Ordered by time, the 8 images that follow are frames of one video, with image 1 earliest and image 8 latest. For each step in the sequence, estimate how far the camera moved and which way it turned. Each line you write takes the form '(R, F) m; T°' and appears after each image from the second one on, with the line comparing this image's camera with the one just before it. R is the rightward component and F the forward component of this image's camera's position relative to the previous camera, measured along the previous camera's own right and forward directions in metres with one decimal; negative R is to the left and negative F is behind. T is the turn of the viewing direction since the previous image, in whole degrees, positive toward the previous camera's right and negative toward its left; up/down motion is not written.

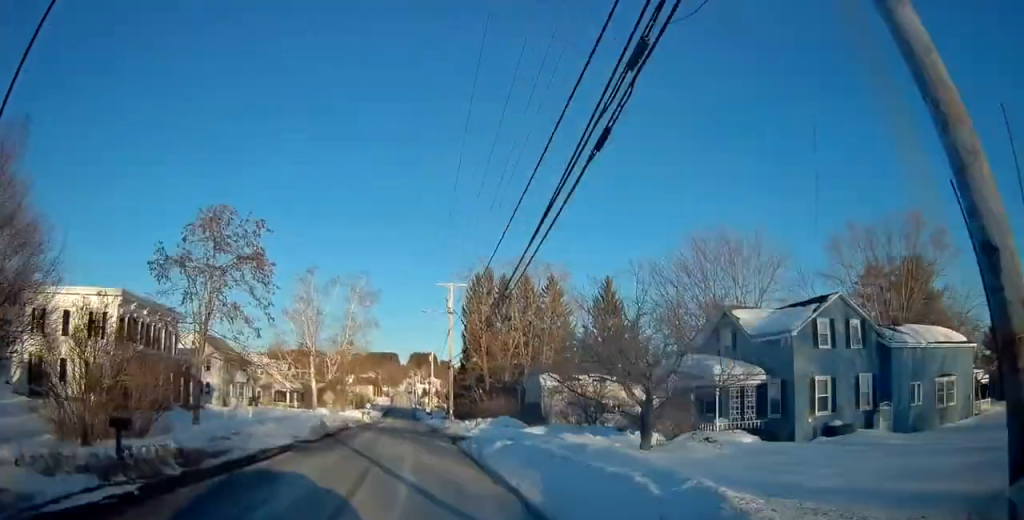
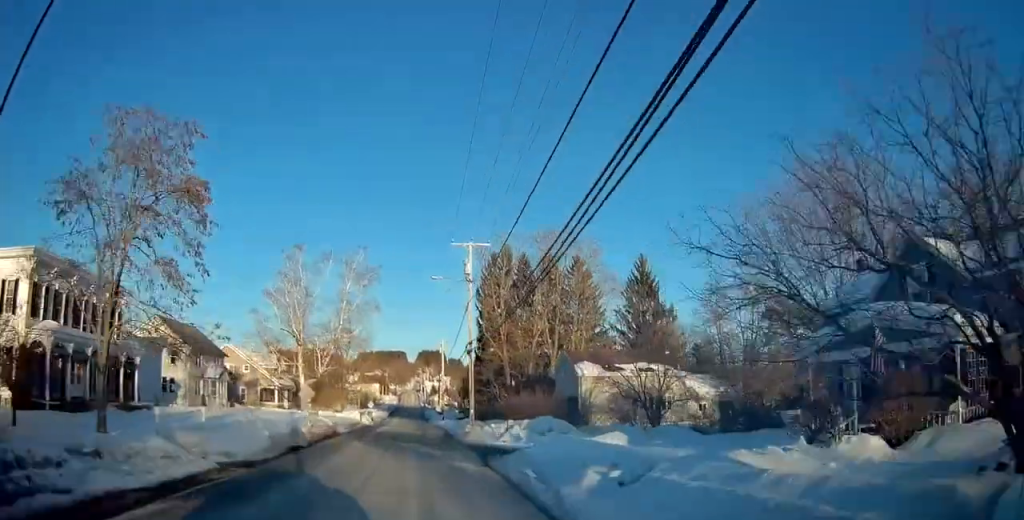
(-0.2, +11.2) m; -1°
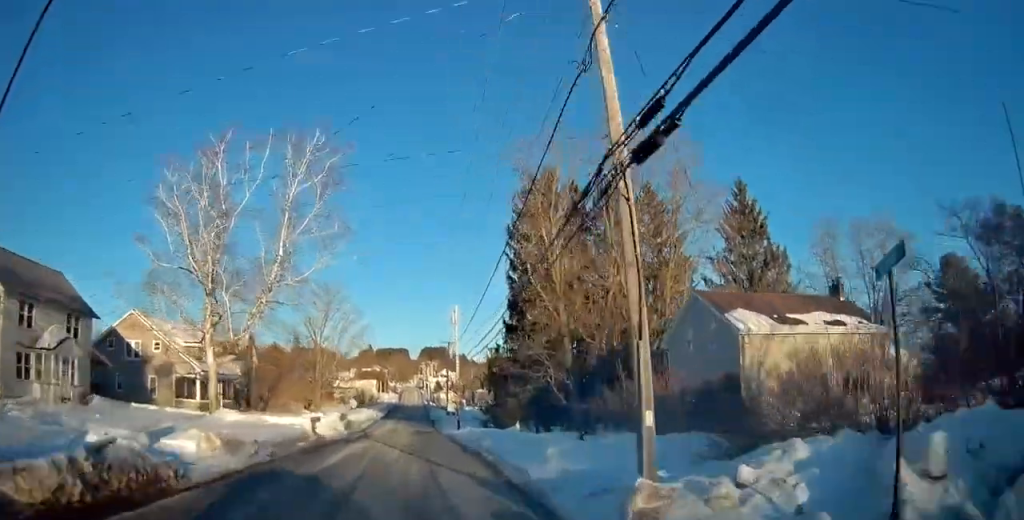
(0.0, +26.4) m; 0°
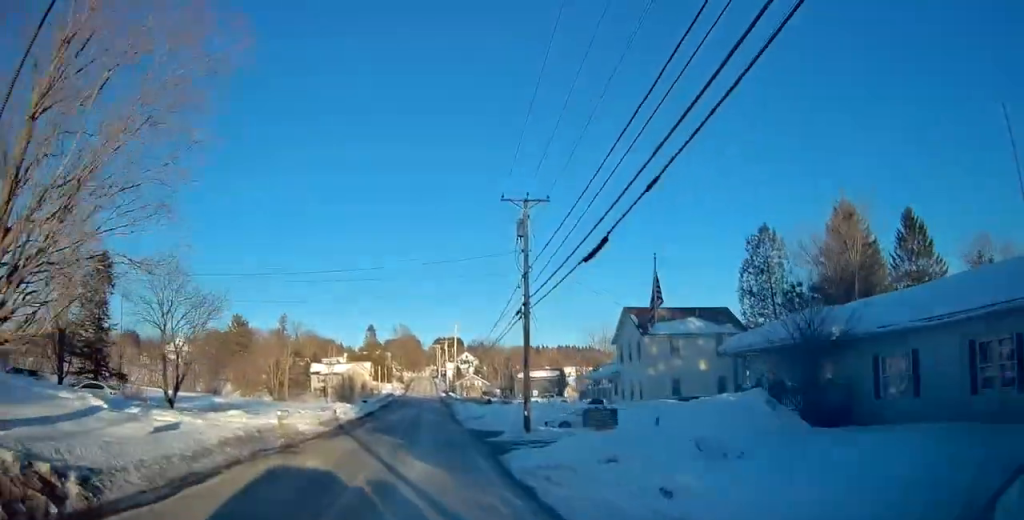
(-1.0, +57.7) m; -2°
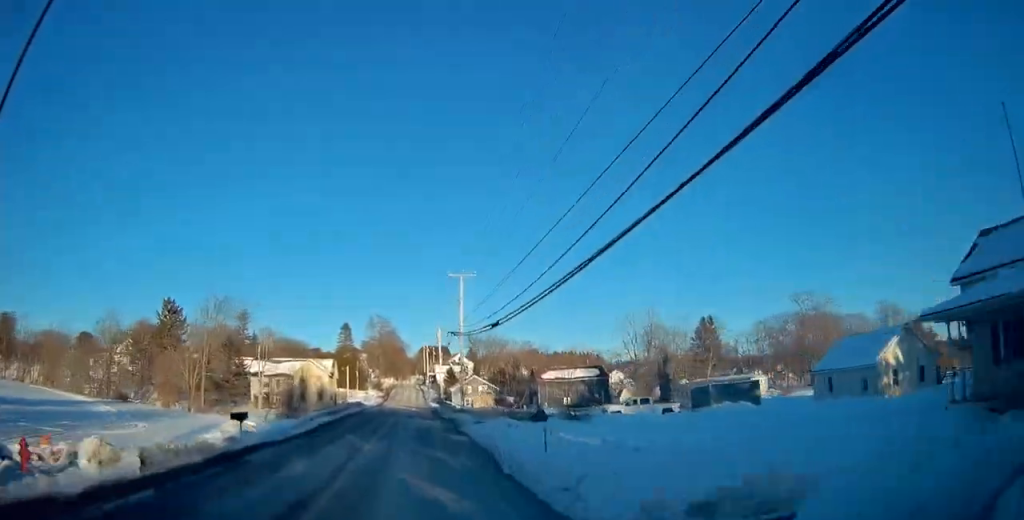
(+0.2, +37.0) m; +1°
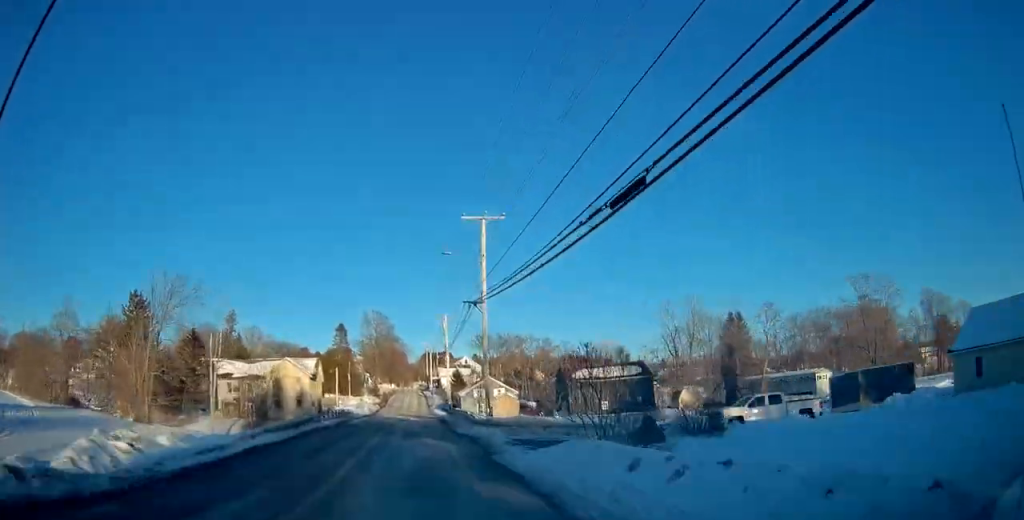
(+0.4, +16.5) m; 0°
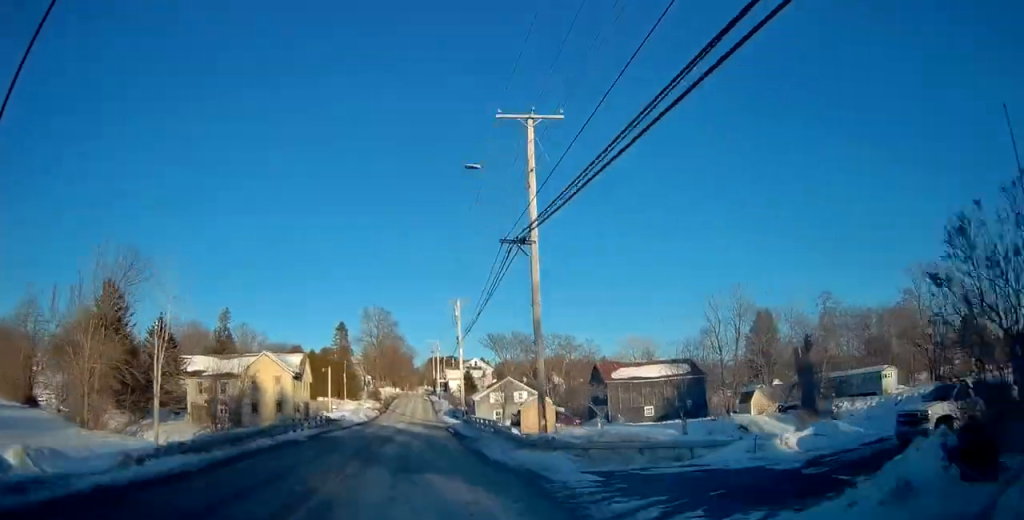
(-0.2, +12.5) m; -1°
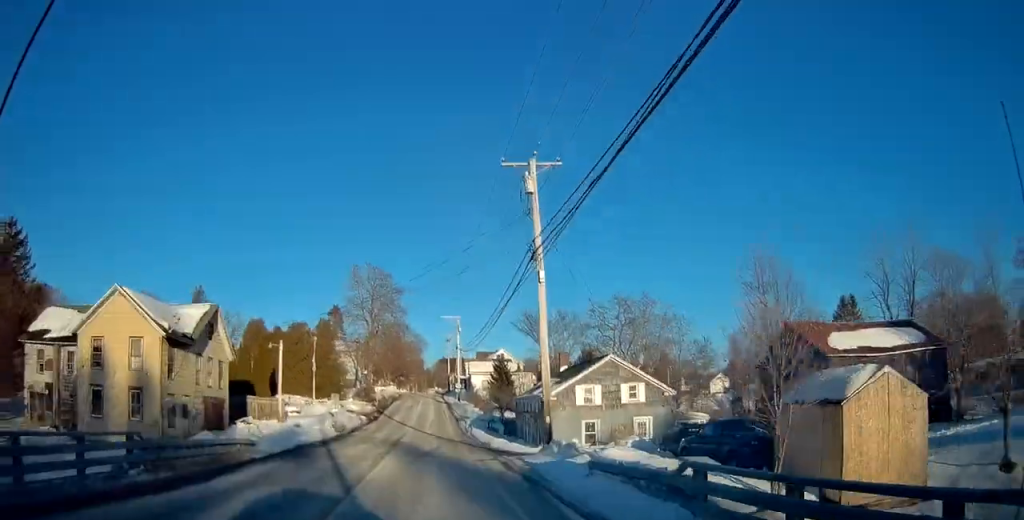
(-0.6, +32.6) m; -1°
